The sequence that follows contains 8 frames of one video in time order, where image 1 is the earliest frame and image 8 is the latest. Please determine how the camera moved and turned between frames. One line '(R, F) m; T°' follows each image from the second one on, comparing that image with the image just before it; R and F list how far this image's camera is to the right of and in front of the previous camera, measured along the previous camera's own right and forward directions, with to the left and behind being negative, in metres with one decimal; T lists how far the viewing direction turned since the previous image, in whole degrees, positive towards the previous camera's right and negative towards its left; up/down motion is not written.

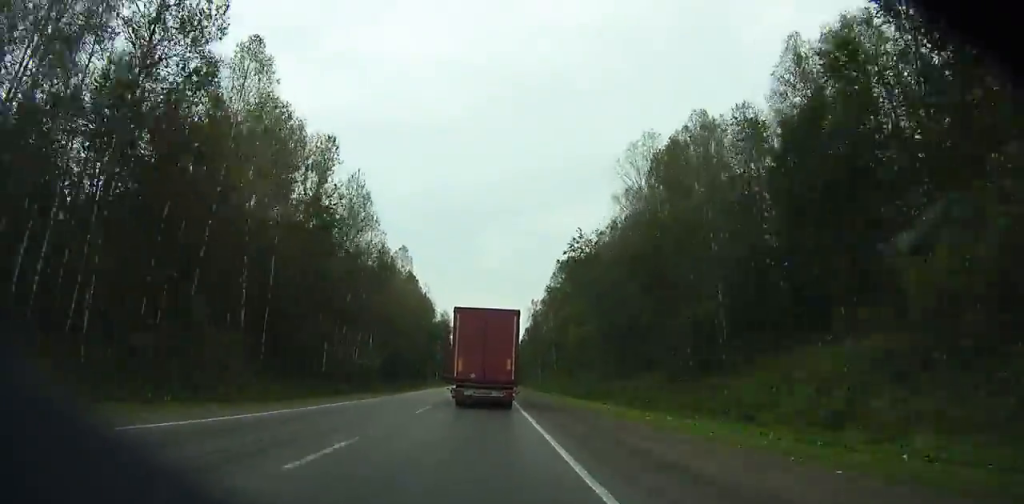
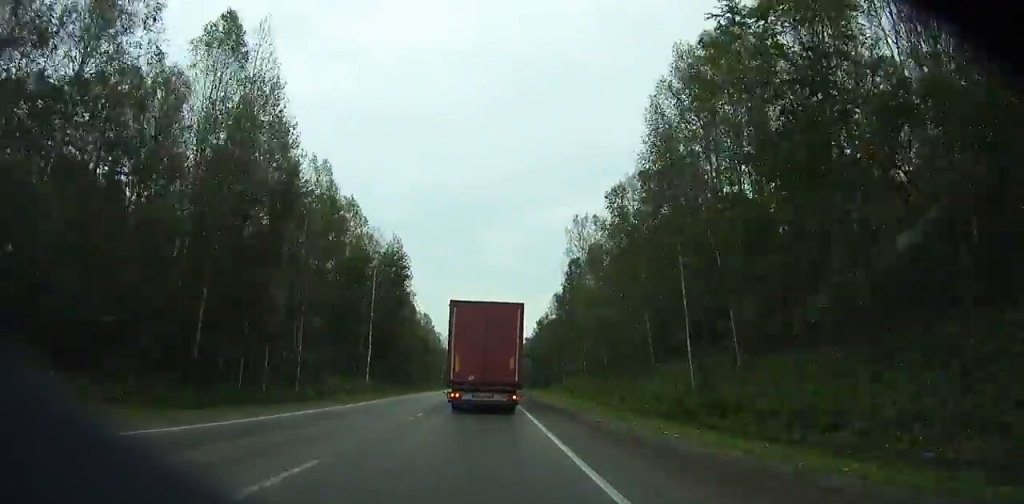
(+15.6, +93.7) m; +9°
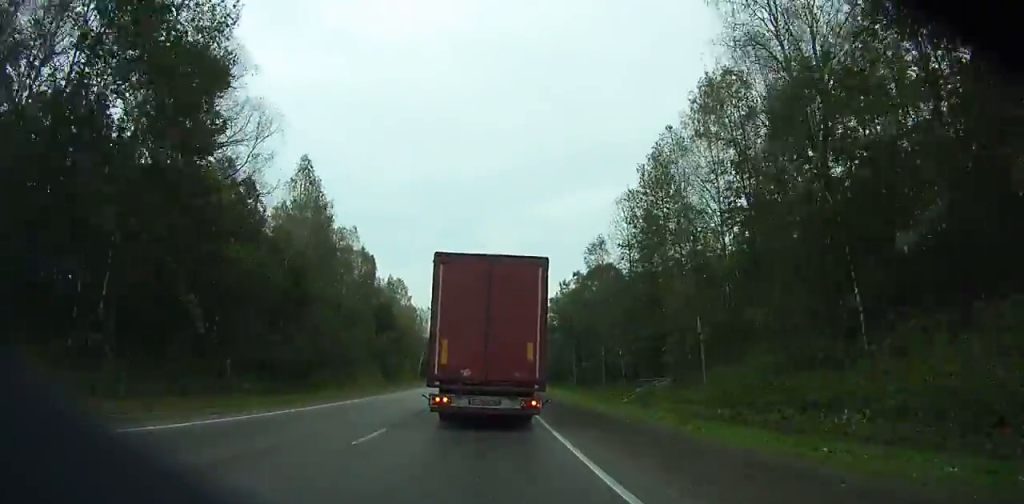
(-0.3, +63.6) m; 0°
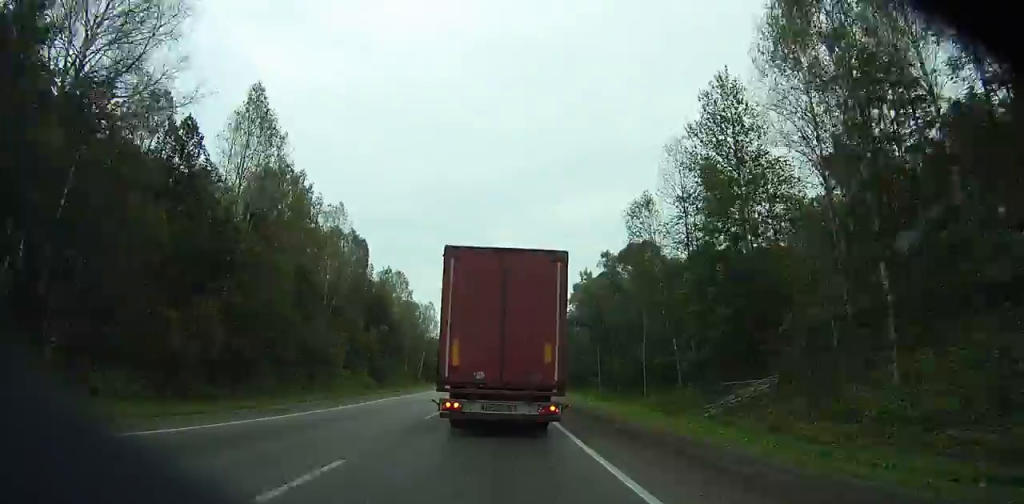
(0.0, +18.0) m; 0°
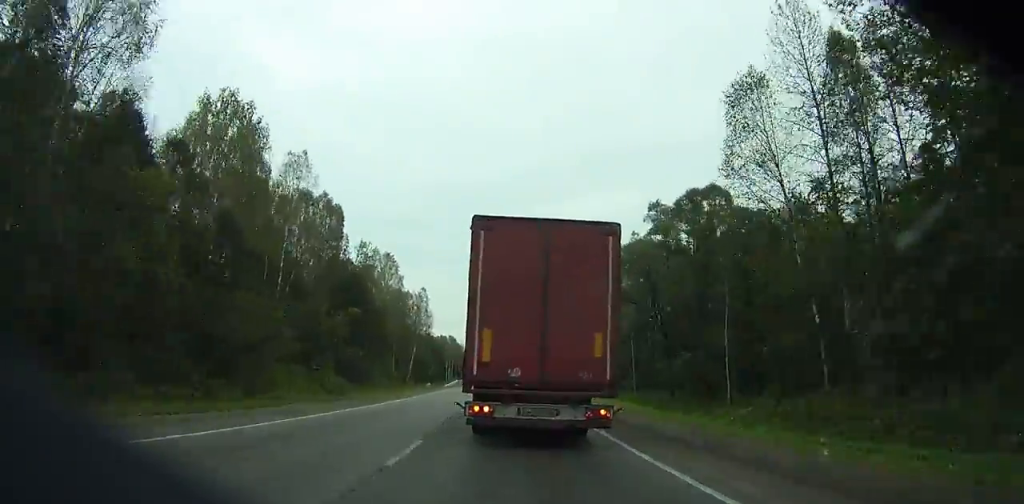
(0.0, +24.2) m; 0°
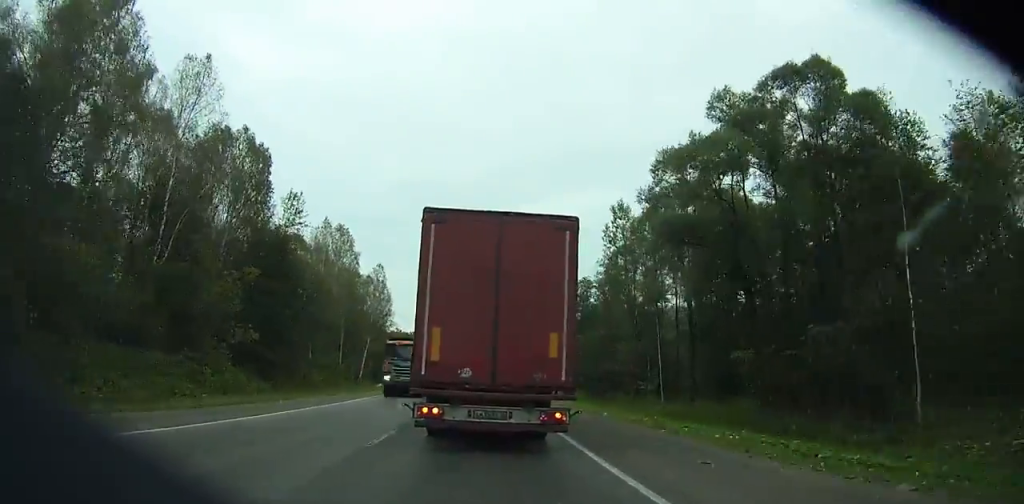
(0.0, +27.1) m; 0°
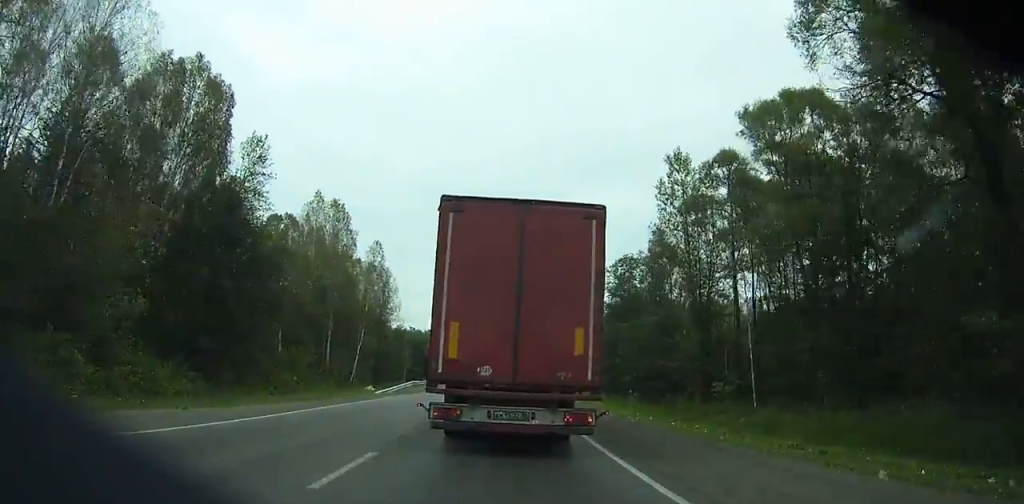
(0.0, +18.1) m; 0°
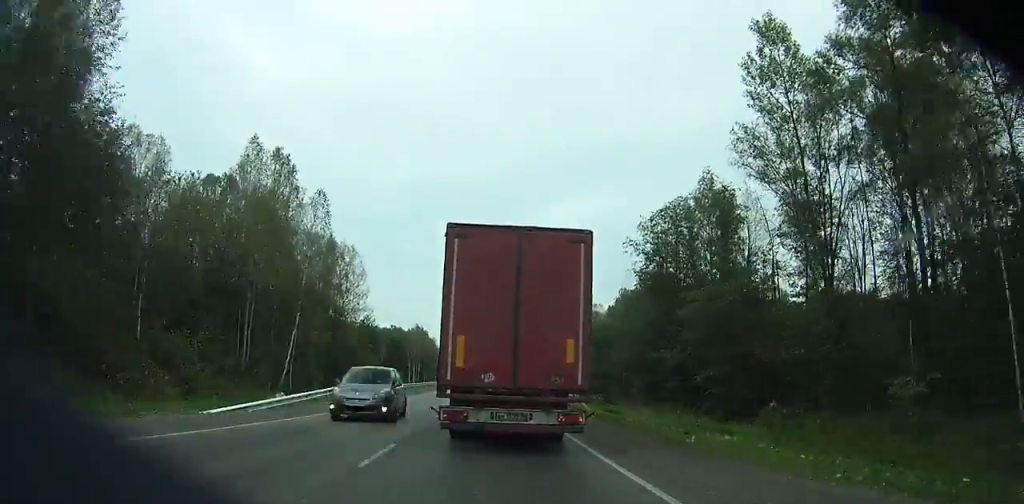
(0.0, +23.7) m; 0°
